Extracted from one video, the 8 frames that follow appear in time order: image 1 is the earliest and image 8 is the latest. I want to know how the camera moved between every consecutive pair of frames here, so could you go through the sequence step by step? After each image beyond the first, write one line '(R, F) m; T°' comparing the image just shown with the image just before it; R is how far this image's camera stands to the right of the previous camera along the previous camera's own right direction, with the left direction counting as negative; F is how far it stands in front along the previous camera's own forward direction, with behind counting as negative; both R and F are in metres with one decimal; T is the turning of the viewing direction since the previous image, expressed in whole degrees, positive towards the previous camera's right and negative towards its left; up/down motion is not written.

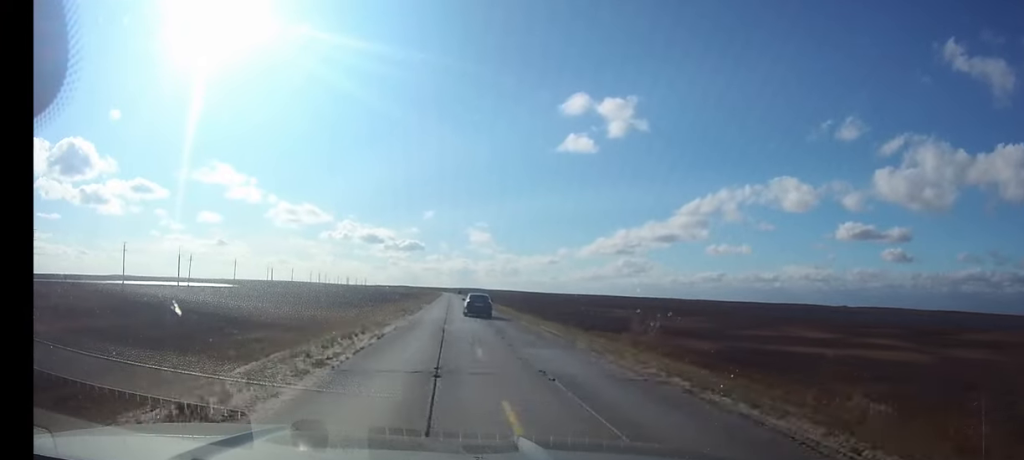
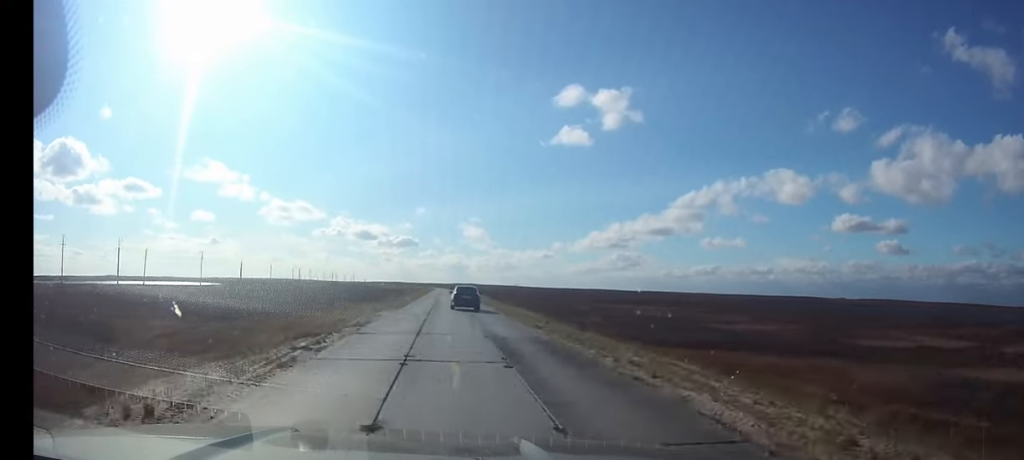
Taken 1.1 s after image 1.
(+0.1, +27.6) m; 0°
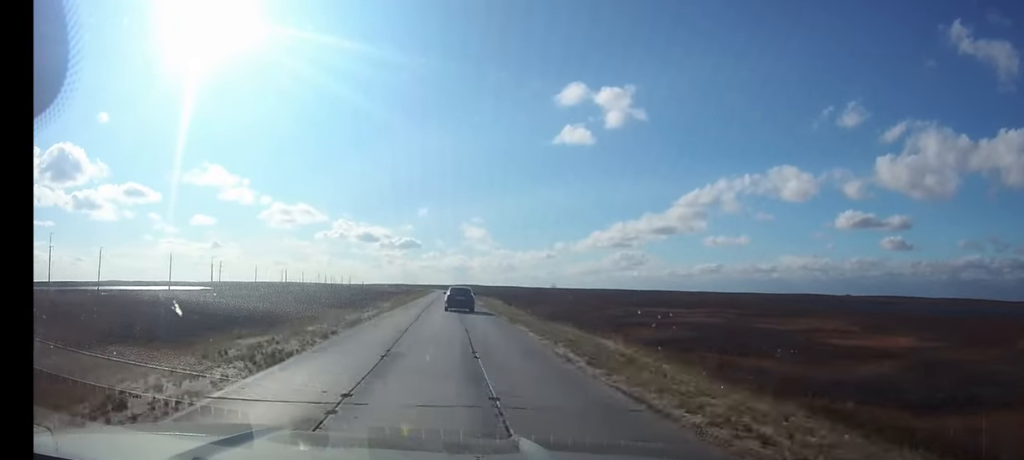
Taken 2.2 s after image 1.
(-0.1, +28.2) m; 0°
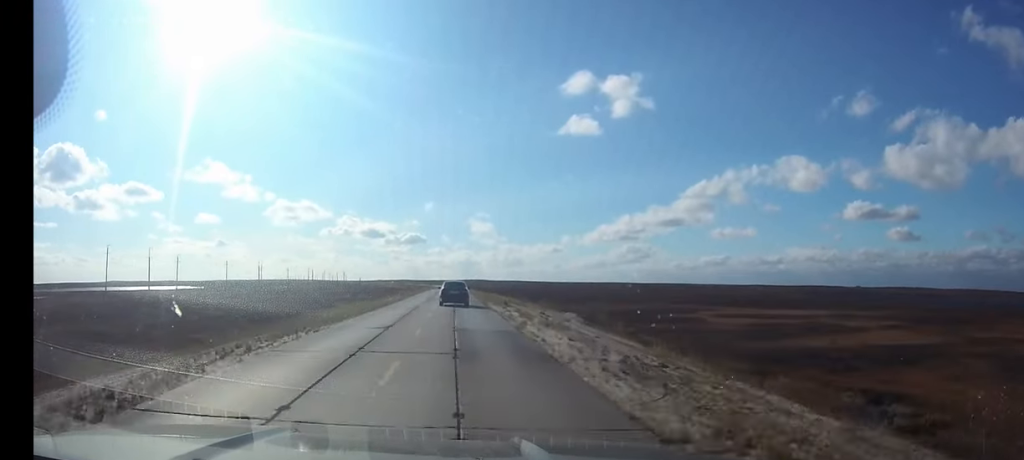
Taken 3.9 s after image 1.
(-0.2, +42.2) m; 0°
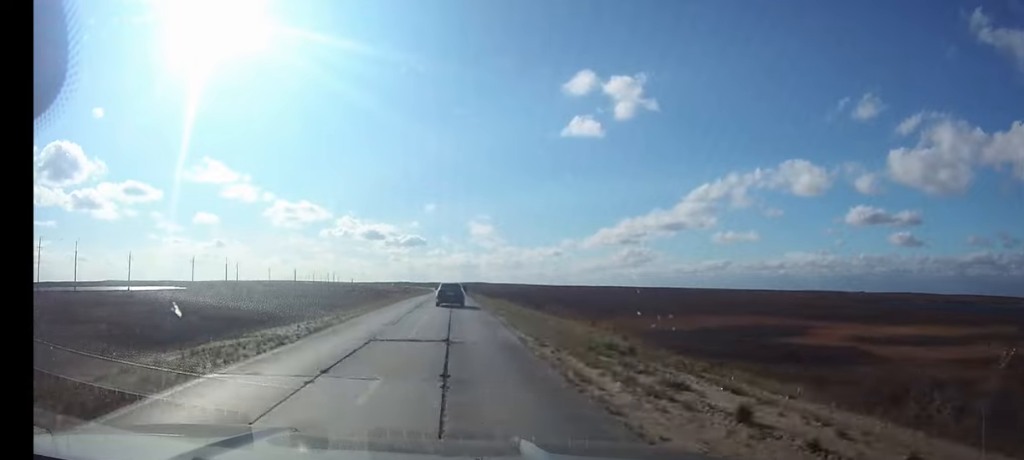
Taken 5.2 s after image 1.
(-0.1, +31.9) m; 0°
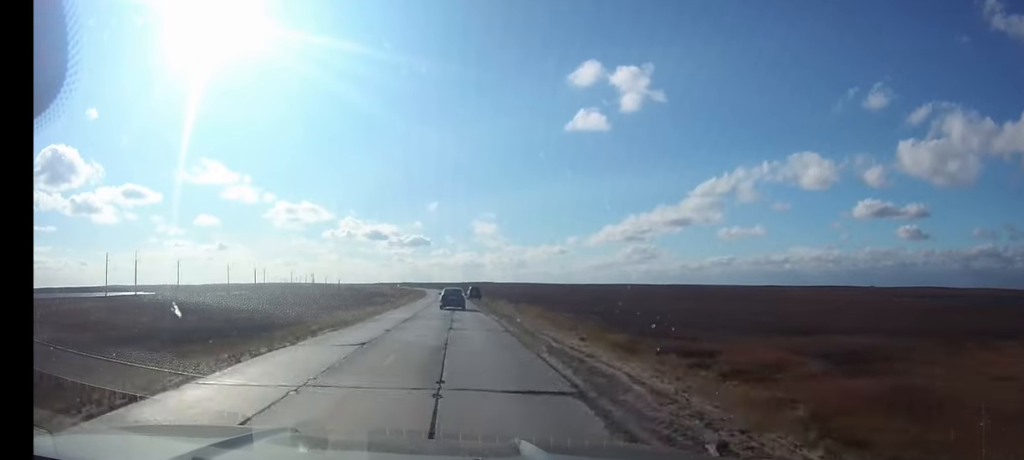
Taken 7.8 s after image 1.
(-0.2, +60.7) m; 0°
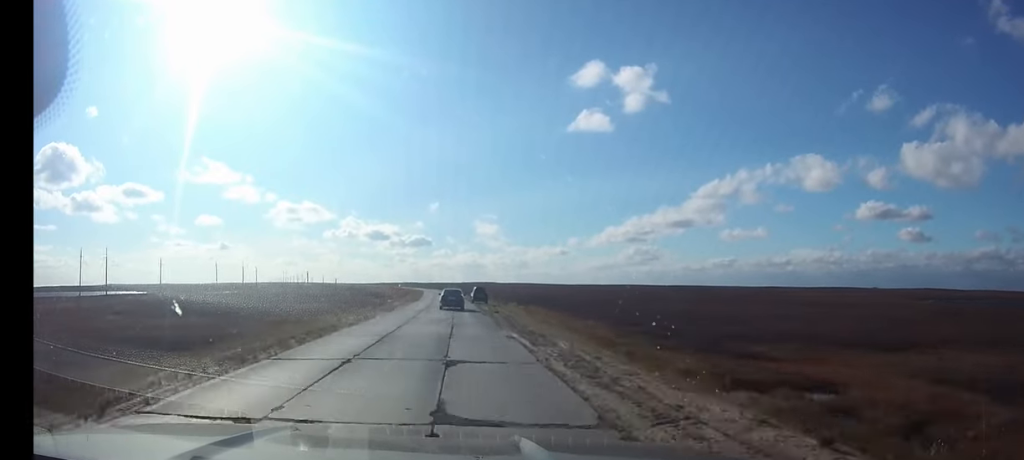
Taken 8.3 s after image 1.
(0.0, +12.9) m; 0°
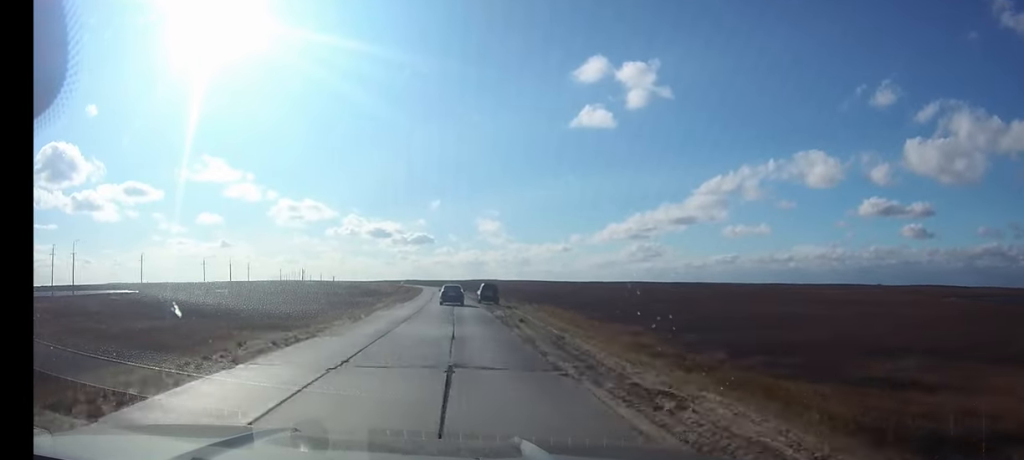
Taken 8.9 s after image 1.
(-0.1, +13.9) m; 0°
